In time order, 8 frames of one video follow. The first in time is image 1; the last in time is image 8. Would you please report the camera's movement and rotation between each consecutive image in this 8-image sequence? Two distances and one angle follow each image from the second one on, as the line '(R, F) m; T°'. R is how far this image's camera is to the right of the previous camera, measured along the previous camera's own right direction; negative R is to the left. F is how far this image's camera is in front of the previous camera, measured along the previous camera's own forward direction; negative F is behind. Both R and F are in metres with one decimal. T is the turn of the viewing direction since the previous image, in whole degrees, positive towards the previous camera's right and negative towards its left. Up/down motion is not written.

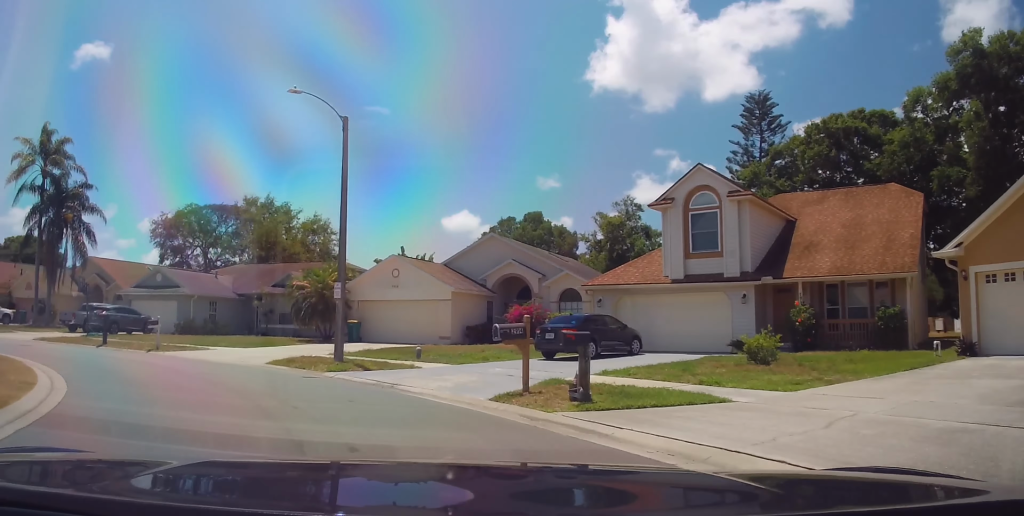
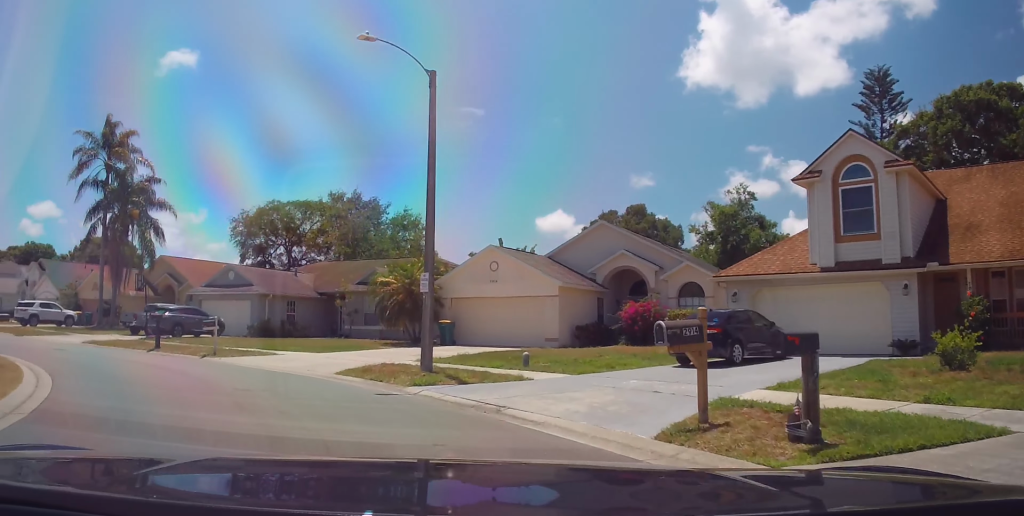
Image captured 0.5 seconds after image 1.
(-0.6, +3.9) m; -9°
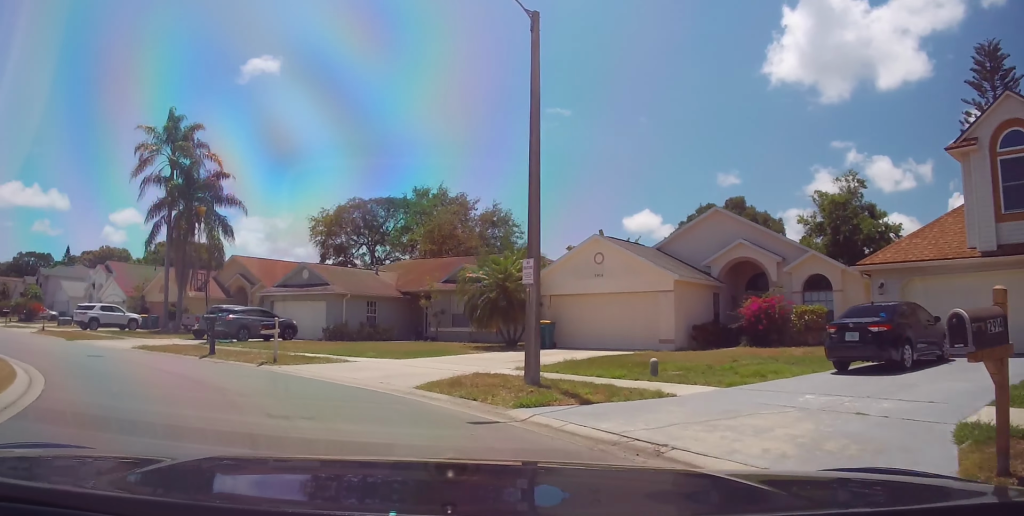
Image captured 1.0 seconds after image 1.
(0.0, +3.5) m; -8°
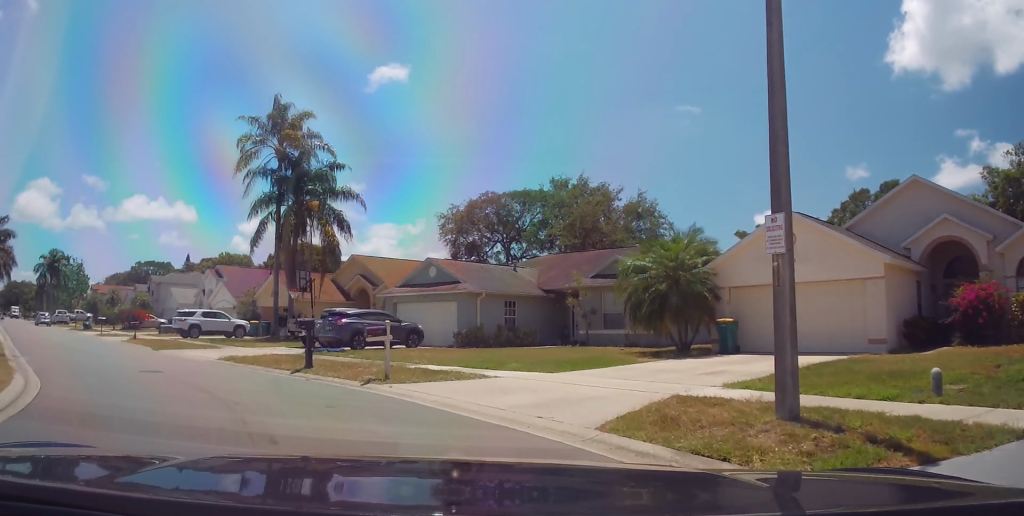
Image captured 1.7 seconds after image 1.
(-0.7, +4.8) m; -13°
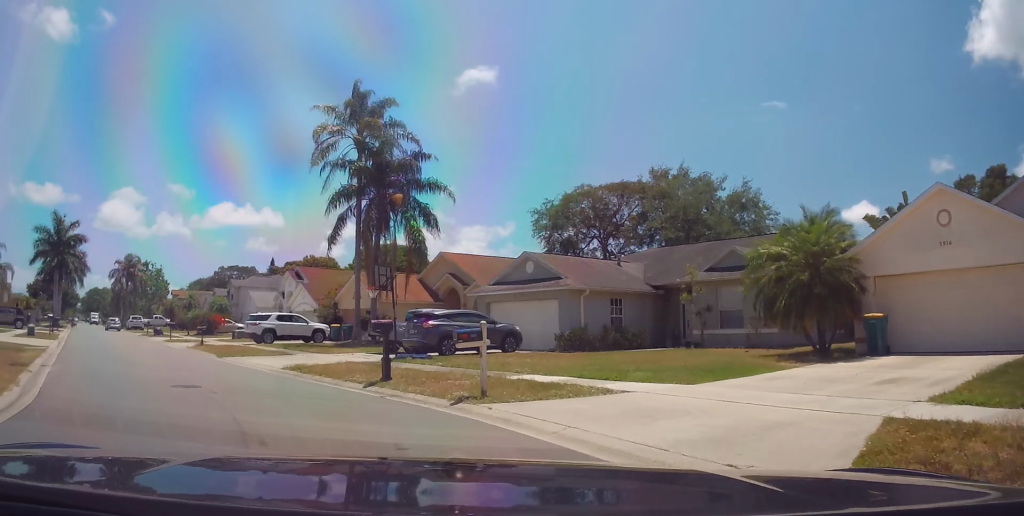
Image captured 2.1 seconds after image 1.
(-0.1, +3.1) m; -8°
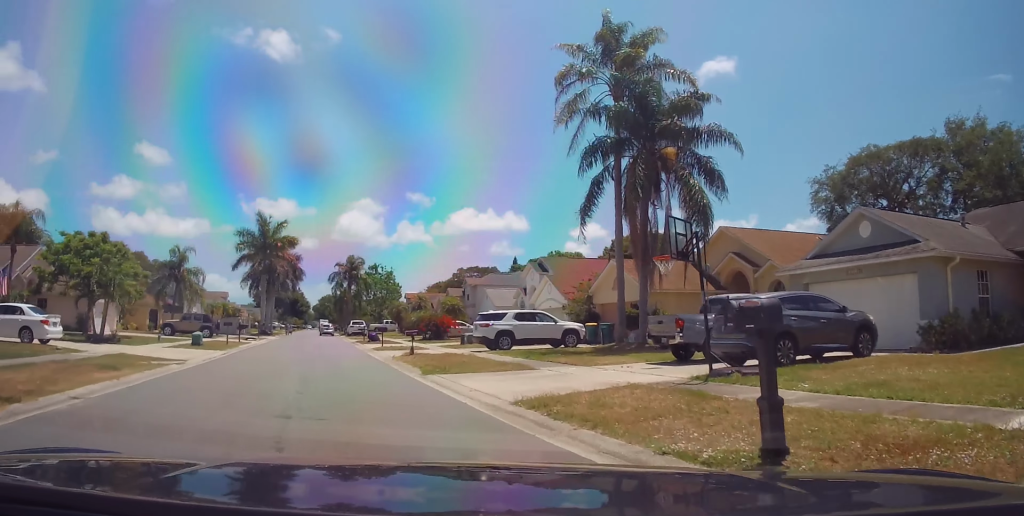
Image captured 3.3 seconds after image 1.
(-1.7, +8.5) m; -17°
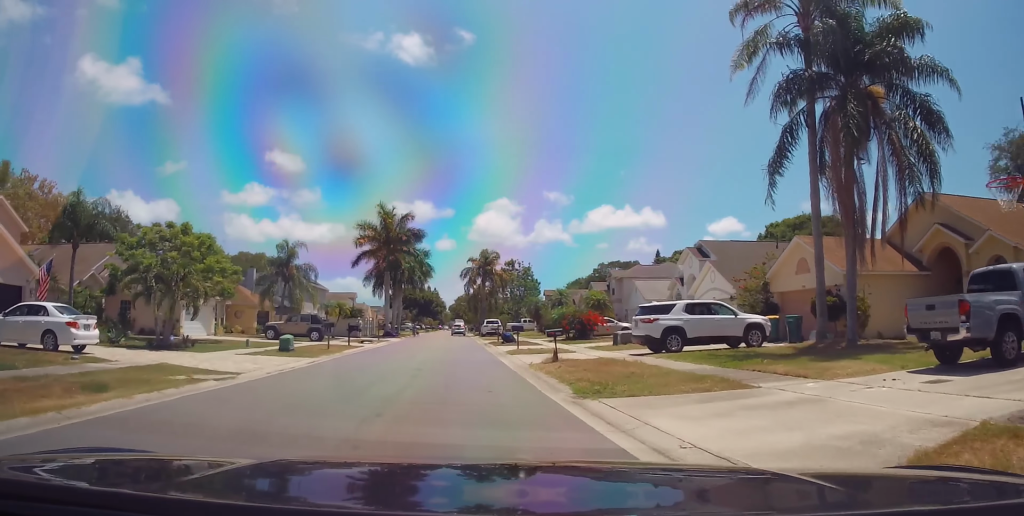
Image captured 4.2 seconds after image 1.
(-0.3, +6.2) m; -10°
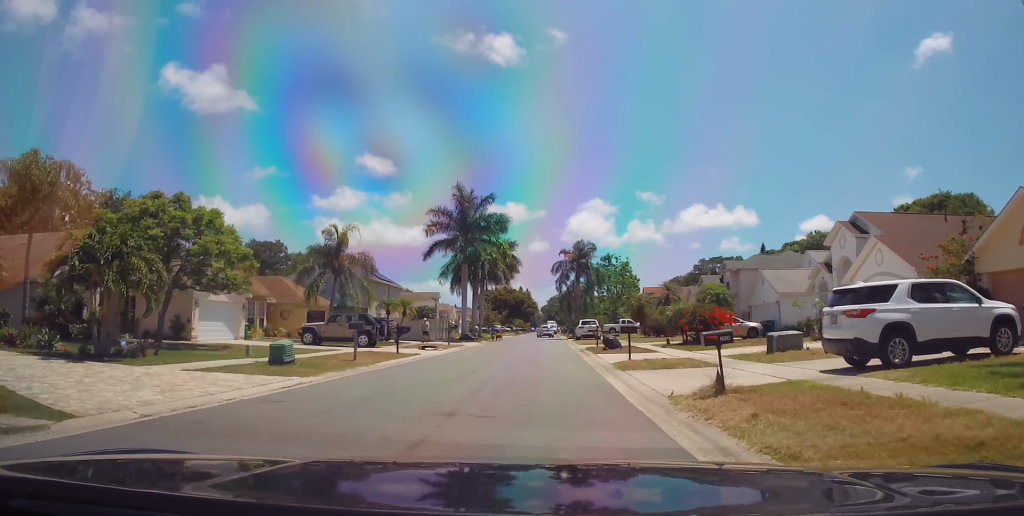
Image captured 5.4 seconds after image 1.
(-0.9, +9.1) m; -5°
